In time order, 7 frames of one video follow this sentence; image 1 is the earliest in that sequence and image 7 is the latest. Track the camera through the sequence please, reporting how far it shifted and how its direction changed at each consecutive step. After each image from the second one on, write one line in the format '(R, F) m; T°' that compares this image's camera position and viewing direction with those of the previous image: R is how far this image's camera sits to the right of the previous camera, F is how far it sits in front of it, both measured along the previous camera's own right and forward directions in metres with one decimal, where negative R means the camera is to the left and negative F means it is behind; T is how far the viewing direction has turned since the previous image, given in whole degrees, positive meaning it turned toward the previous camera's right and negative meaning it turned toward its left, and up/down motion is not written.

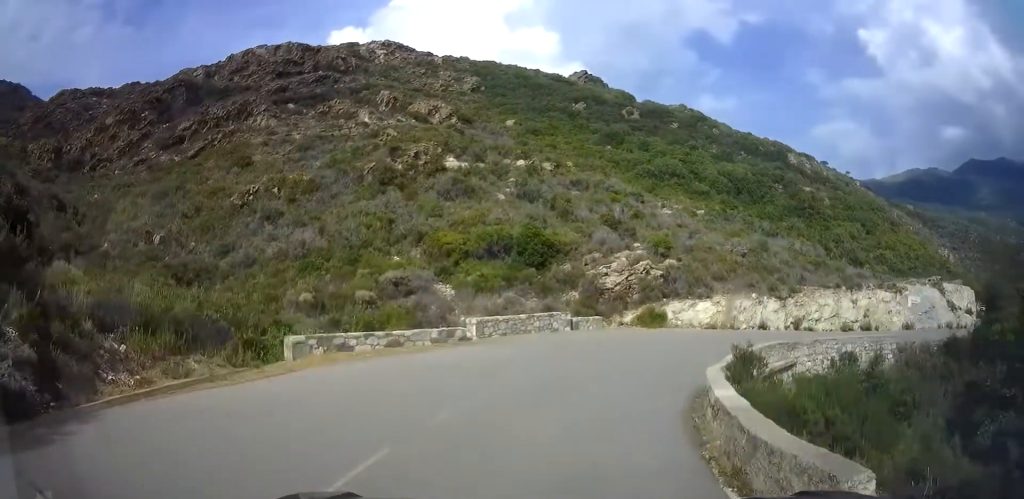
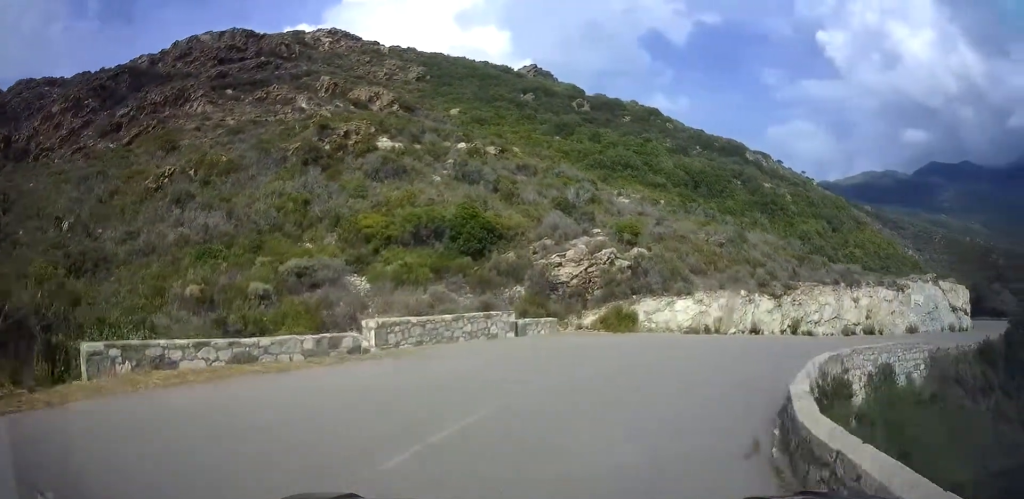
(-1.1, +6.0) m; -2°
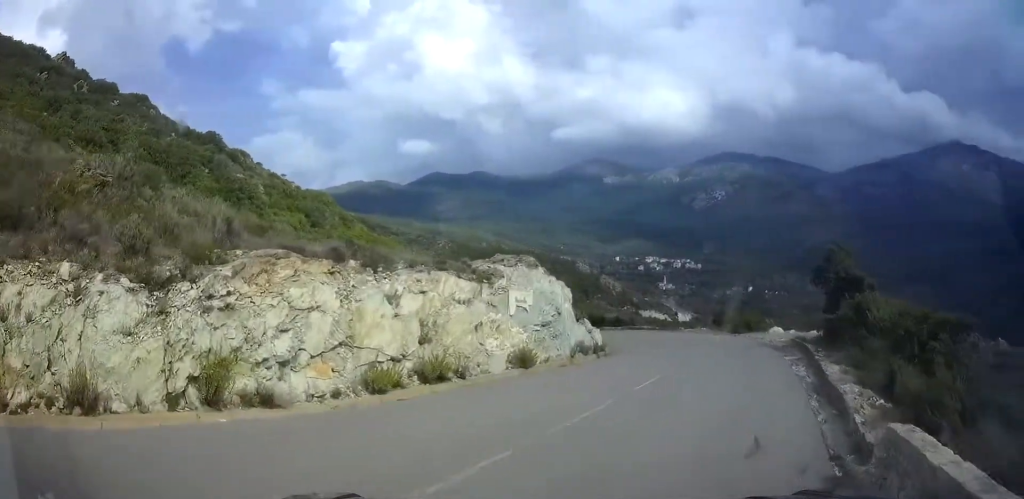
(+5.0, +16.8) m; +43°
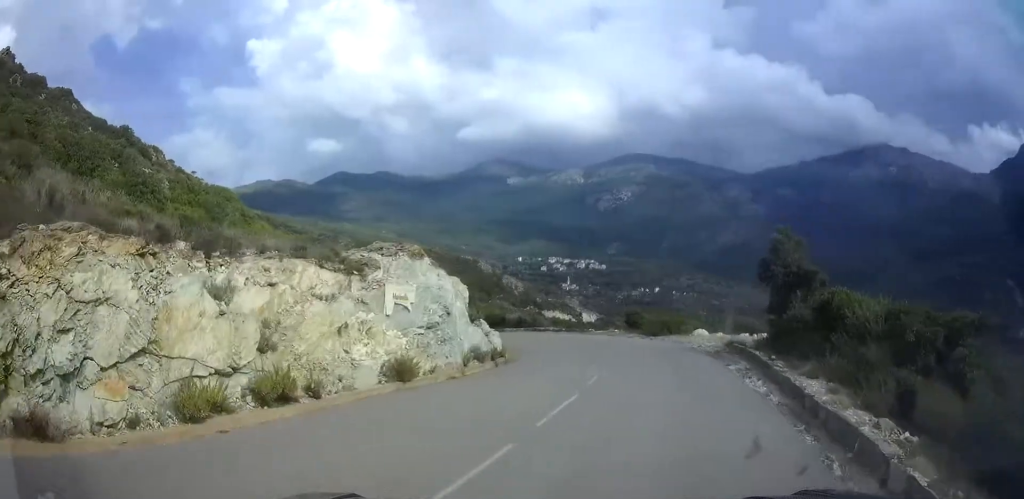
(+0.6, +3.3) m; +5°
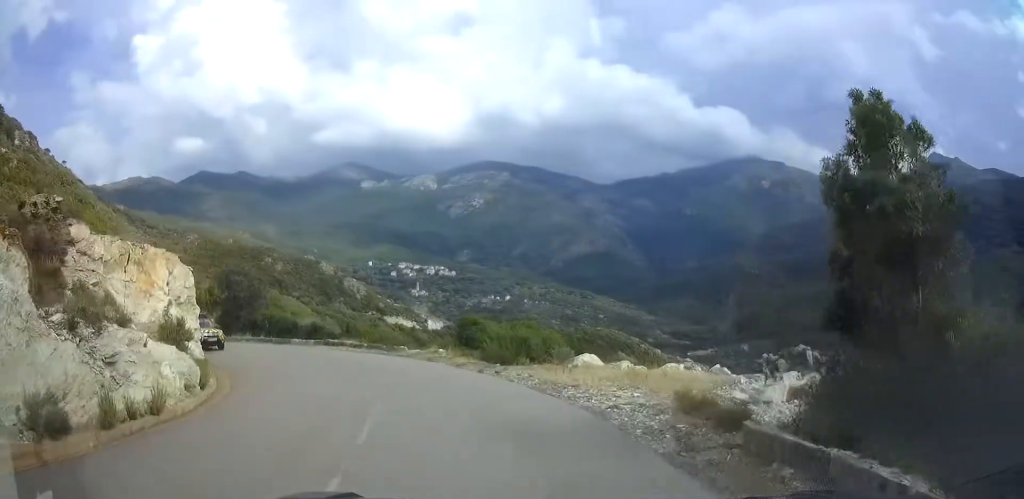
(+1.5, +13.5) m; +7°
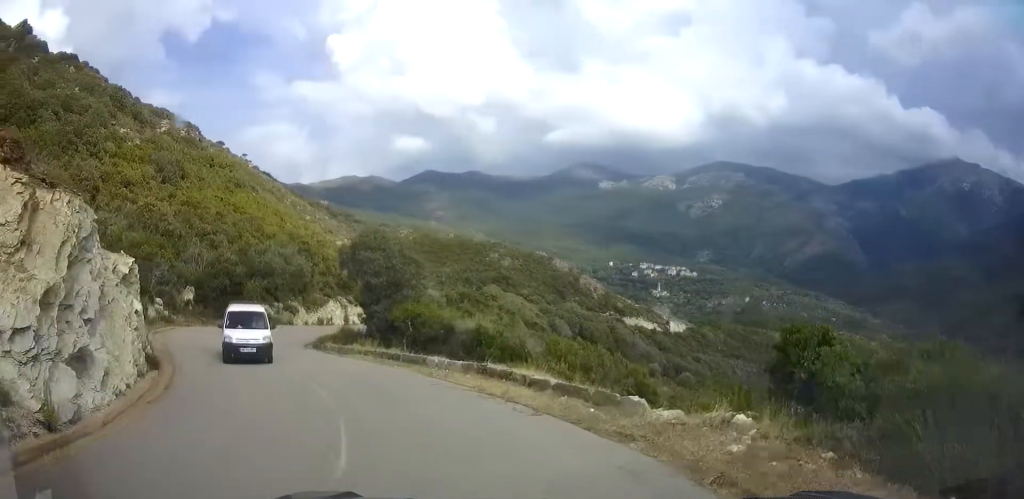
(-1.0, +15.0) m; -13°
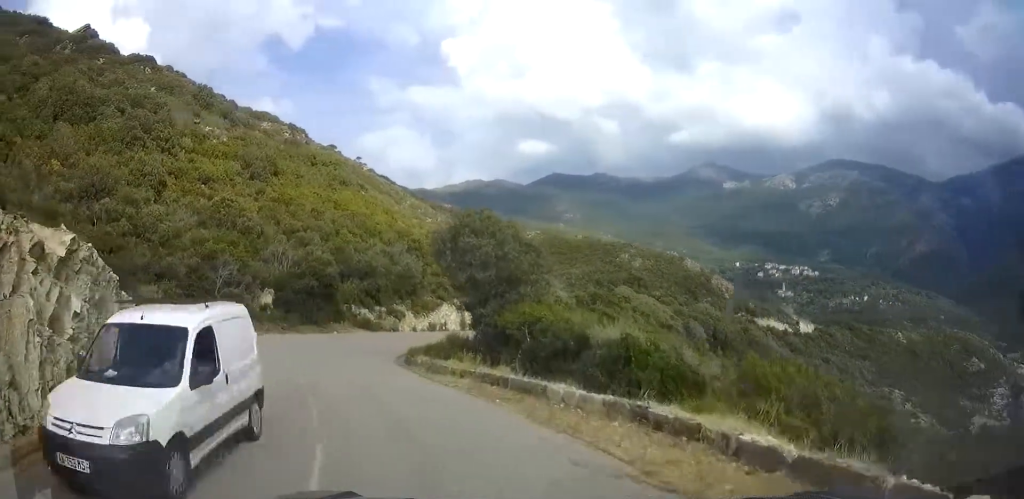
(-0.5, +6.3) m; -9°
